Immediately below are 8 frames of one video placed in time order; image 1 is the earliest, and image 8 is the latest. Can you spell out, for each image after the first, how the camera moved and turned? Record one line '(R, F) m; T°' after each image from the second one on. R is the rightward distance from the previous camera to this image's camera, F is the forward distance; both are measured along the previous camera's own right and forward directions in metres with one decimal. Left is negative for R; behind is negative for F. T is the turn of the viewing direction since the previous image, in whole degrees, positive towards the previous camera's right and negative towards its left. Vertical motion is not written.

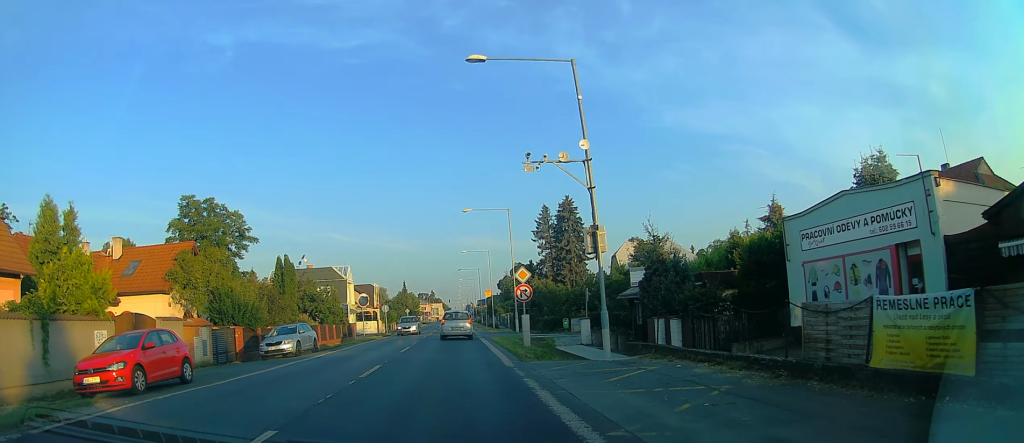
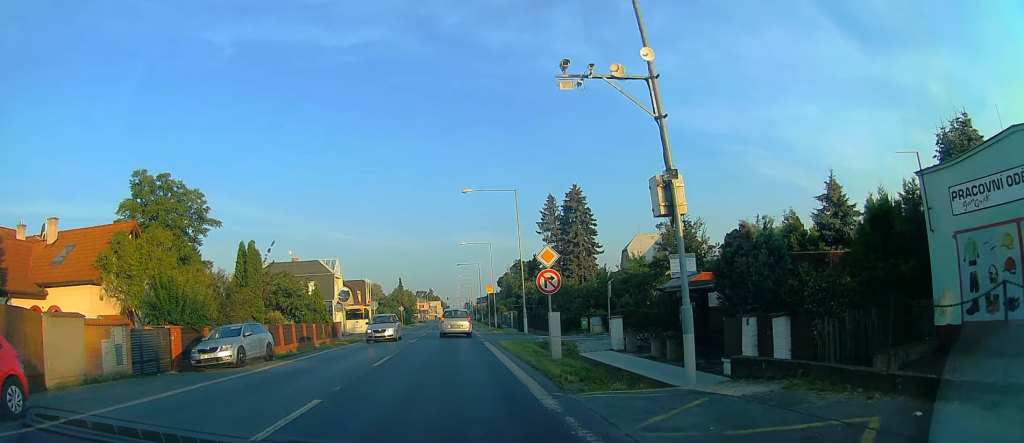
(0.0, +6.6) m; 0°
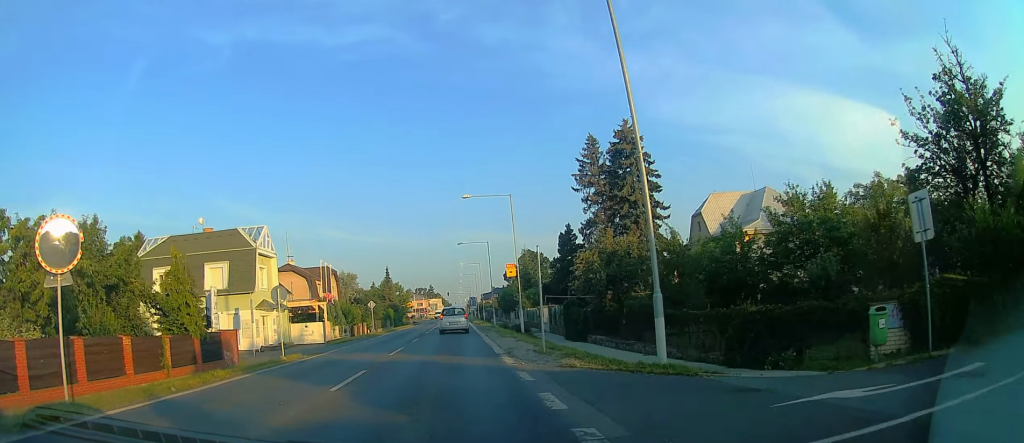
(0.0, +25.6) m; -1°
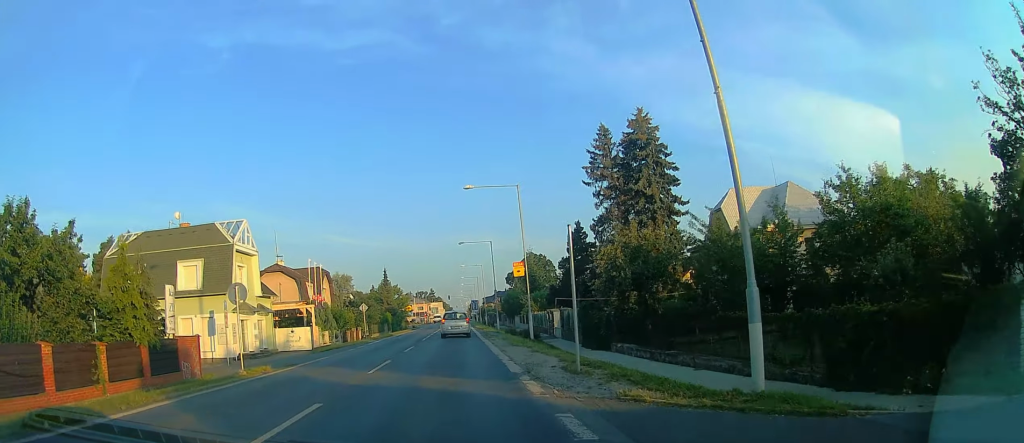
(0.0, +4.3) m; -1°
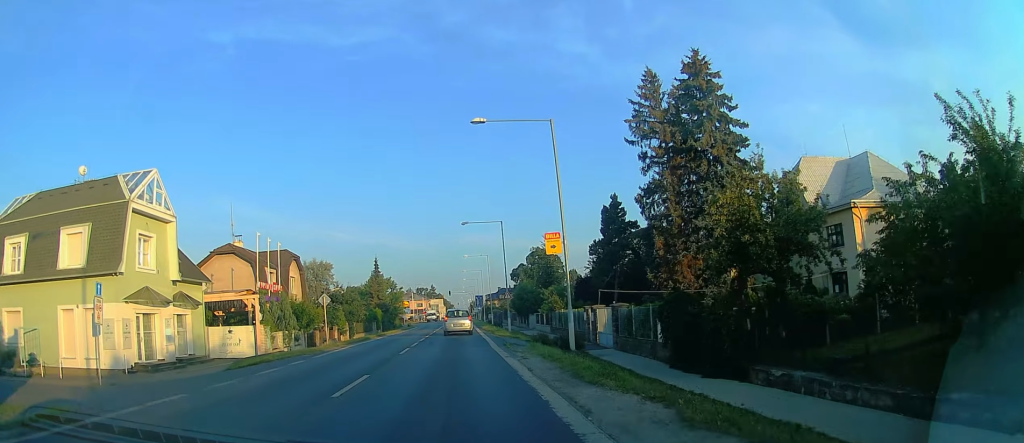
(-0.3, +12.5) m; 0°
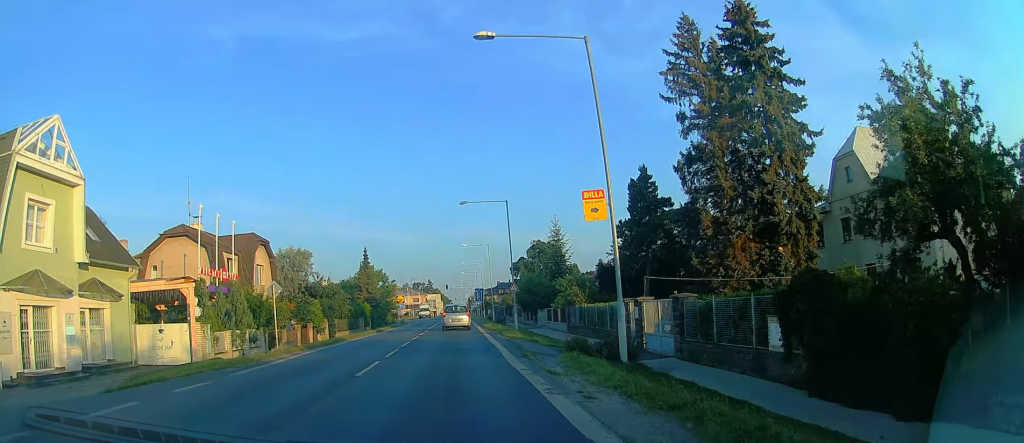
(+0.1, +7.7) m; 0°
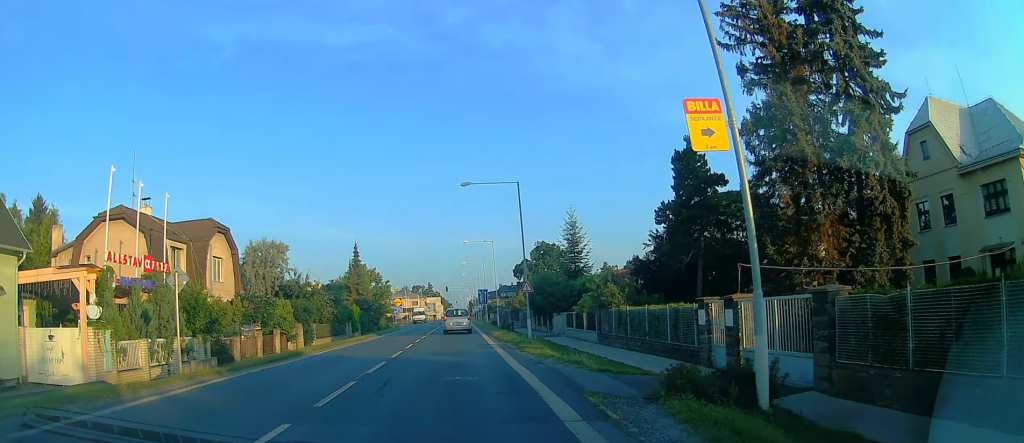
(0.0, +7.9) m; 0°
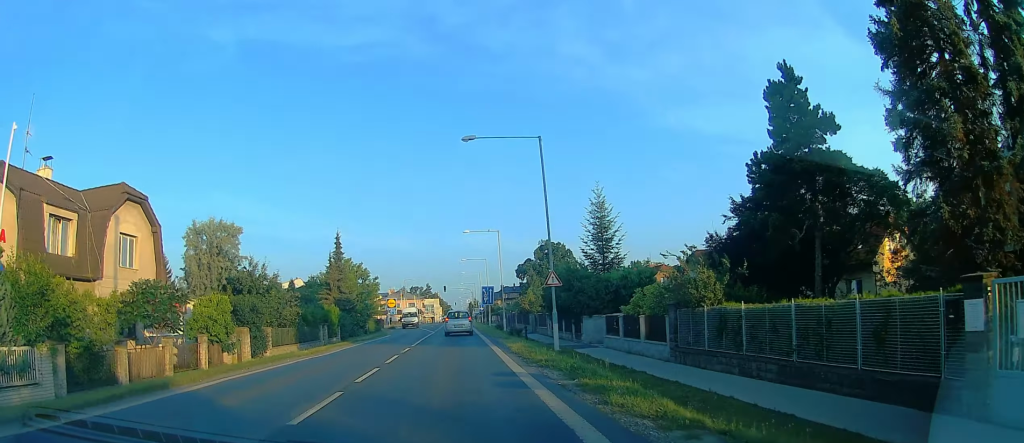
(-0.2, +10.4) m; -1°
